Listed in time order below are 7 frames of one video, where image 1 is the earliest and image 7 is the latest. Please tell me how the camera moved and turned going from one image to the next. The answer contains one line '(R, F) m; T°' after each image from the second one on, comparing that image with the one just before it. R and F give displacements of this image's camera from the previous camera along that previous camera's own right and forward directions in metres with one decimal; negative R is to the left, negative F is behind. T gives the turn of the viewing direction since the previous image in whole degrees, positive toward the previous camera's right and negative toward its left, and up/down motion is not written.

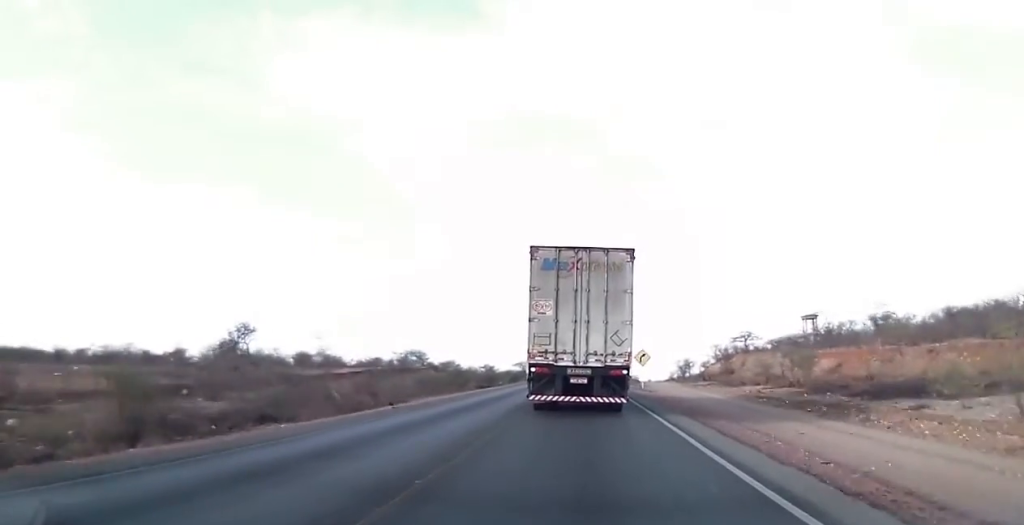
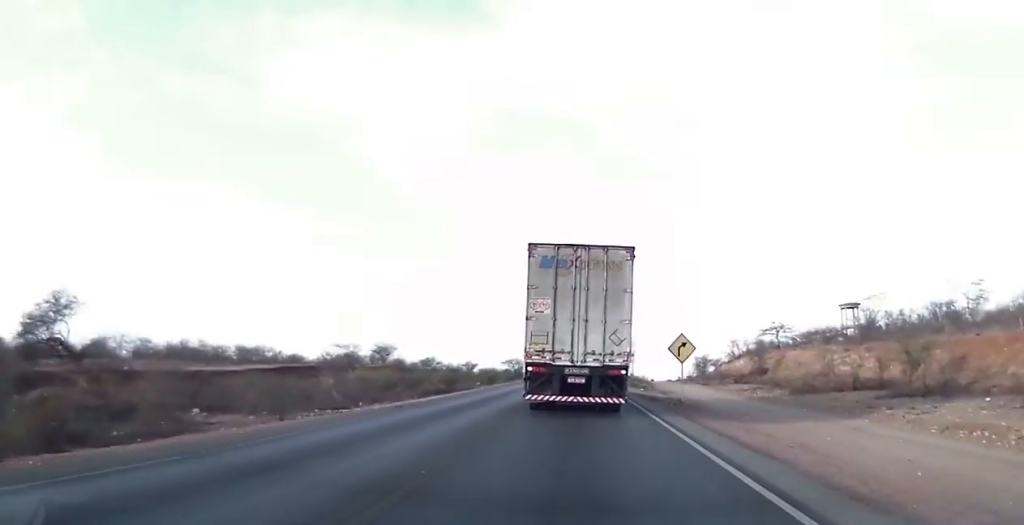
(-0.1, +22.3) m; 0°
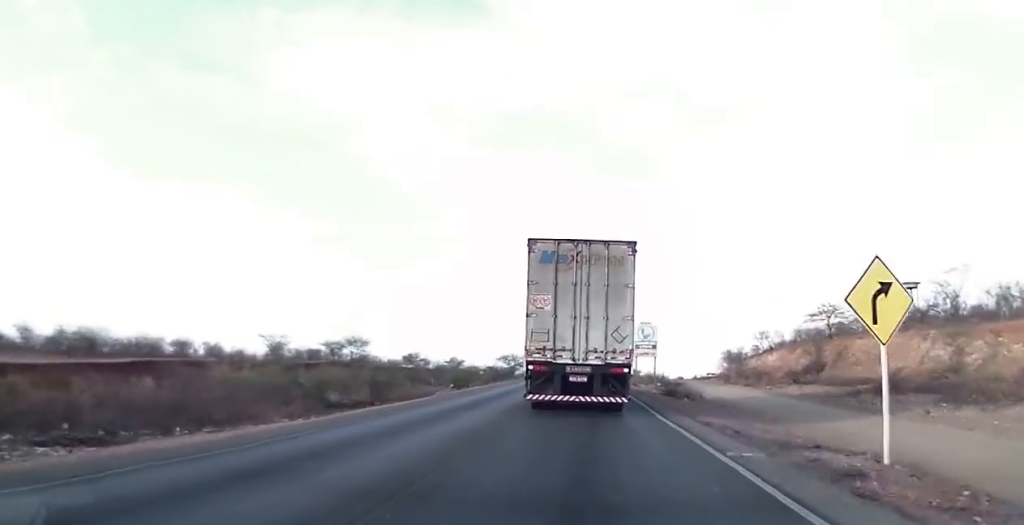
(+0.1, +20.9) m; 0°
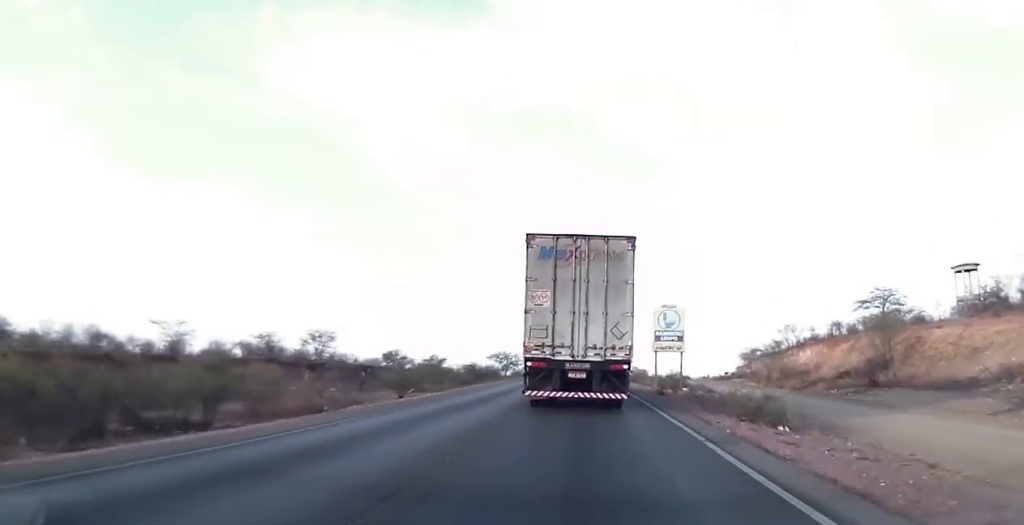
(0.0, +16.3) m; 0°
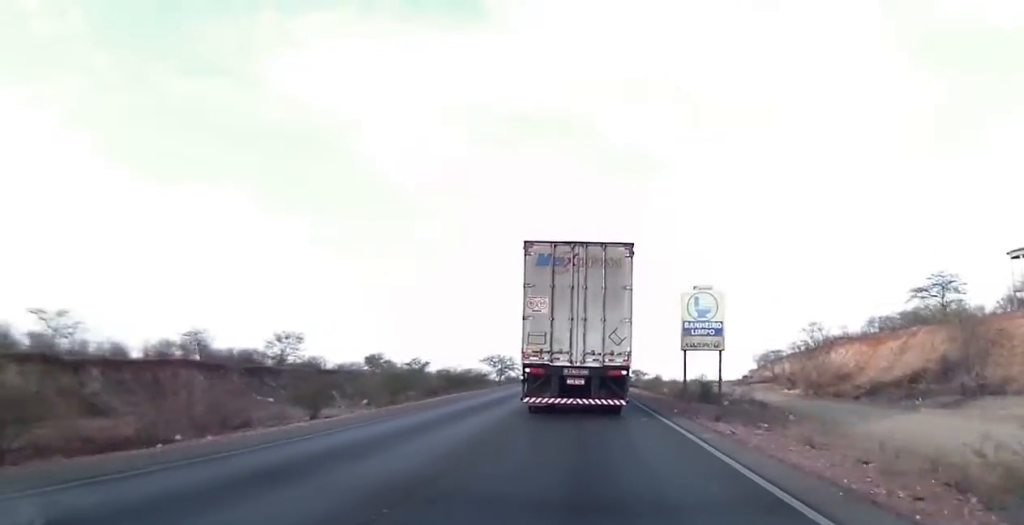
(-0.1, +12.3) m; 0°
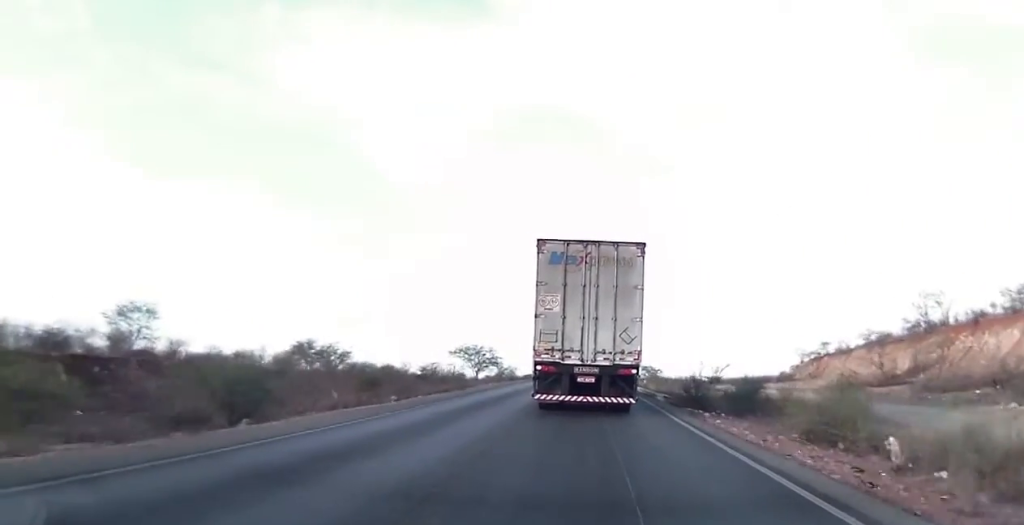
(+0.2, +34.2) m; +1°
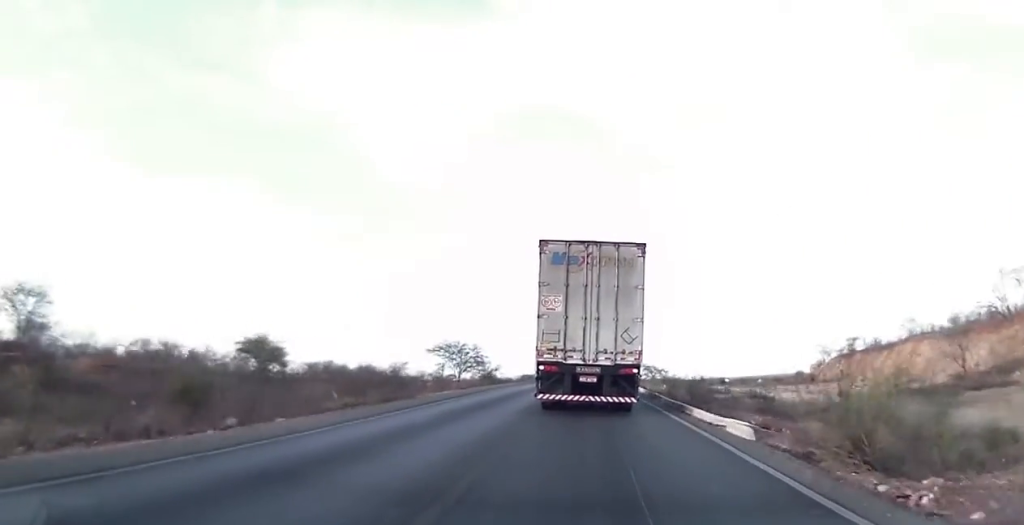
(0.0, +14.3) m; 0°
